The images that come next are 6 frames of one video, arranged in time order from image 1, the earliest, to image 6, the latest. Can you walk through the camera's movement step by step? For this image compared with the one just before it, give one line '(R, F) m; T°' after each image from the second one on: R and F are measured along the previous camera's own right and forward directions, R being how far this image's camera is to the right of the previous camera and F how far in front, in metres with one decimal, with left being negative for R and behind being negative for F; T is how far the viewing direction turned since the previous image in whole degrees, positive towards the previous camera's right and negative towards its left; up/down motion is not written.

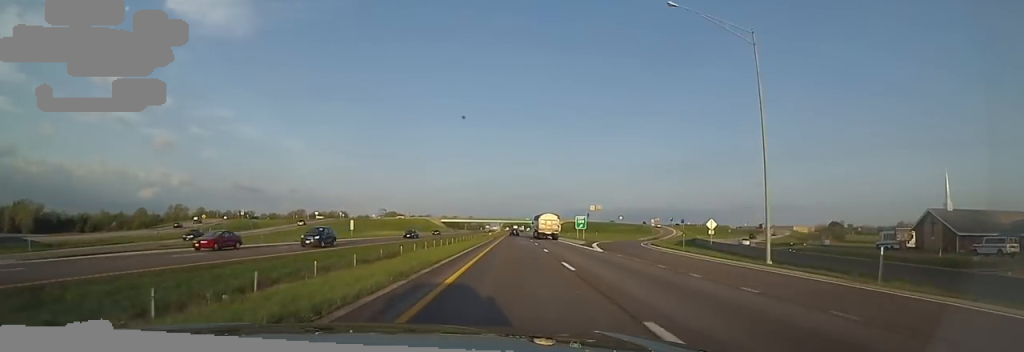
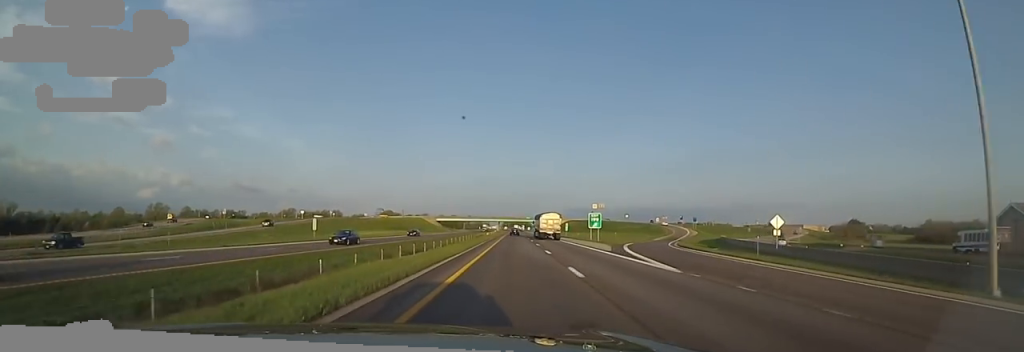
(+0.1, +14.0) m; 0°
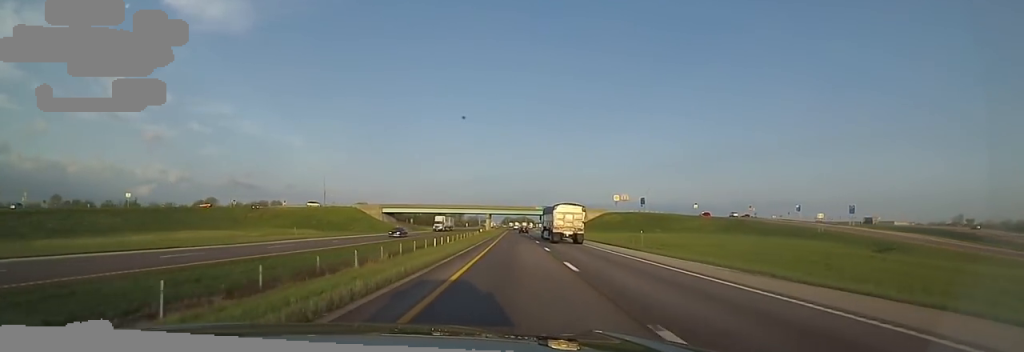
(-0.3, +96.8) m; -2°
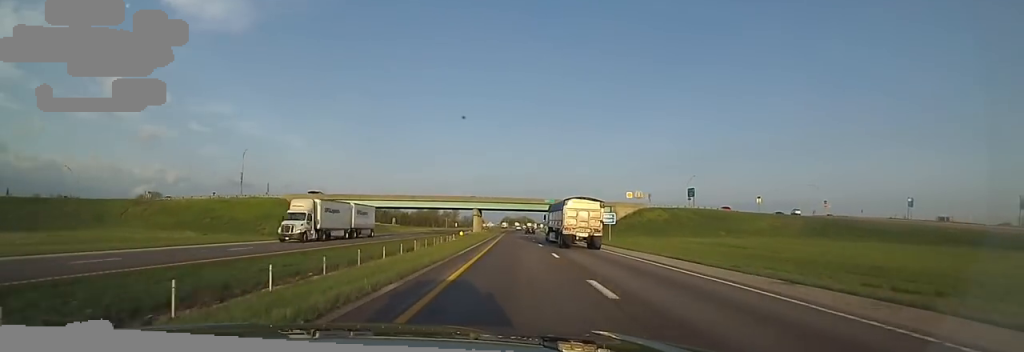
(-1.7, +42.9) m; -1°
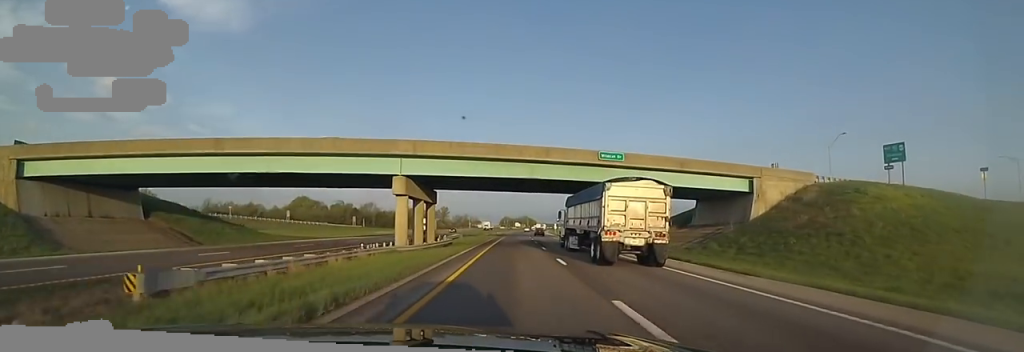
(+1.8, +65.0) m; +2°
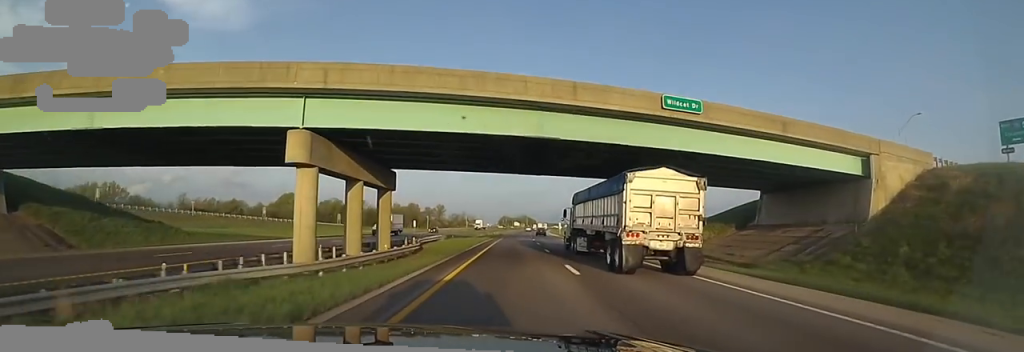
(-0.4, +16.2) m; 0°
